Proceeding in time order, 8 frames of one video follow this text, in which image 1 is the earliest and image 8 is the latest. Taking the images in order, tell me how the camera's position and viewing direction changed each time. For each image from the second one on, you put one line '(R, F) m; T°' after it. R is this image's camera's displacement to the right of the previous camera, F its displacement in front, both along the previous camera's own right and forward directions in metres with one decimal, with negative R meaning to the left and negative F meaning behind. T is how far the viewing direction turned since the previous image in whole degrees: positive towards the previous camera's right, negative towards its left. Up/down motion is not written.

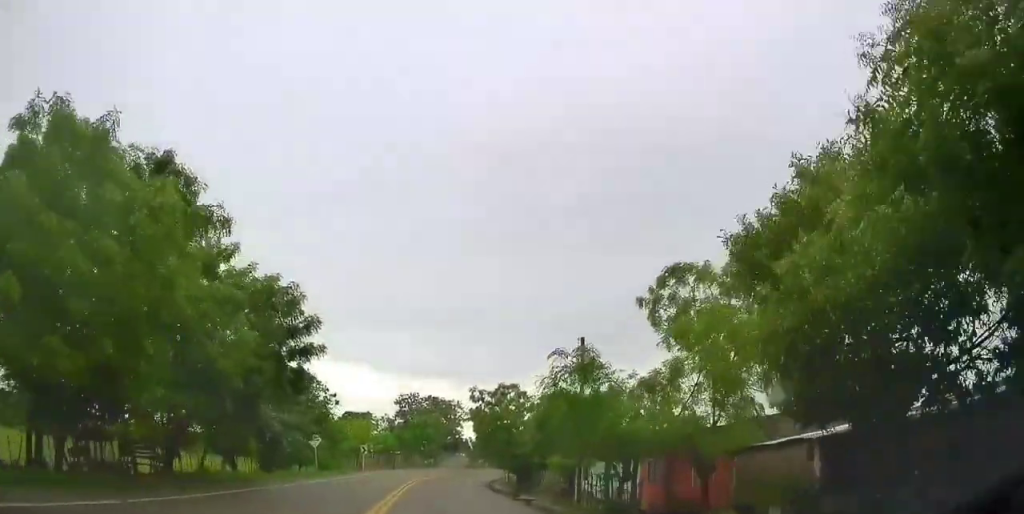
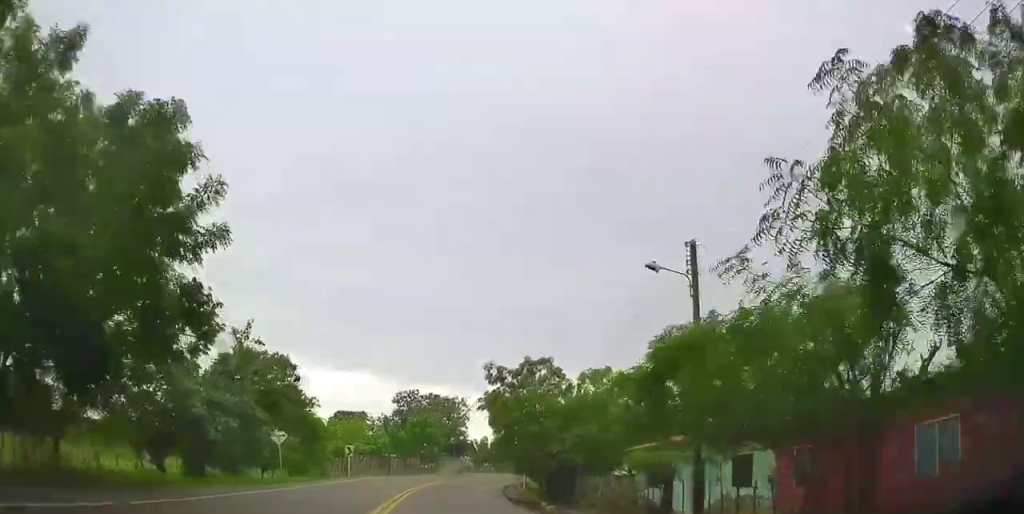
(-0.2, +10.3) m; +2°
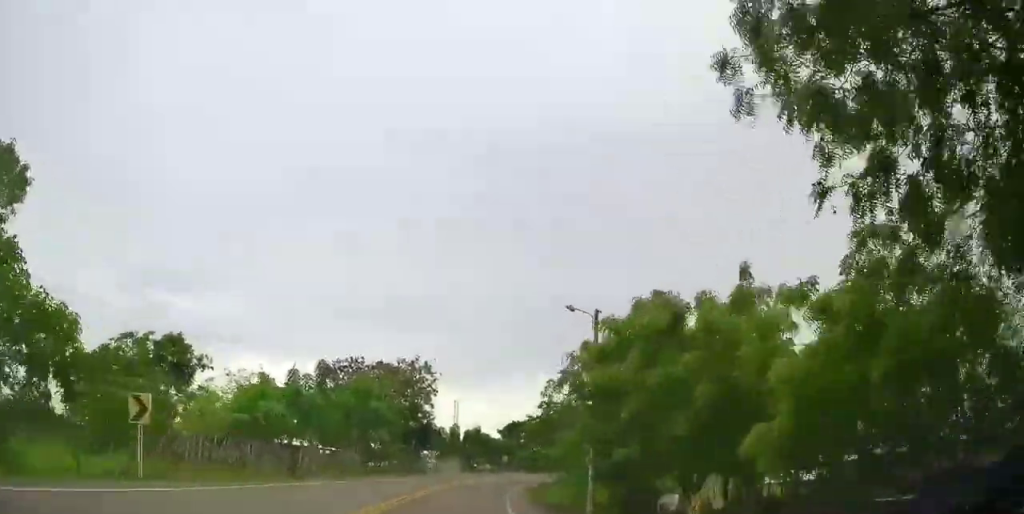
(+0.6, +27.8) m; 0°
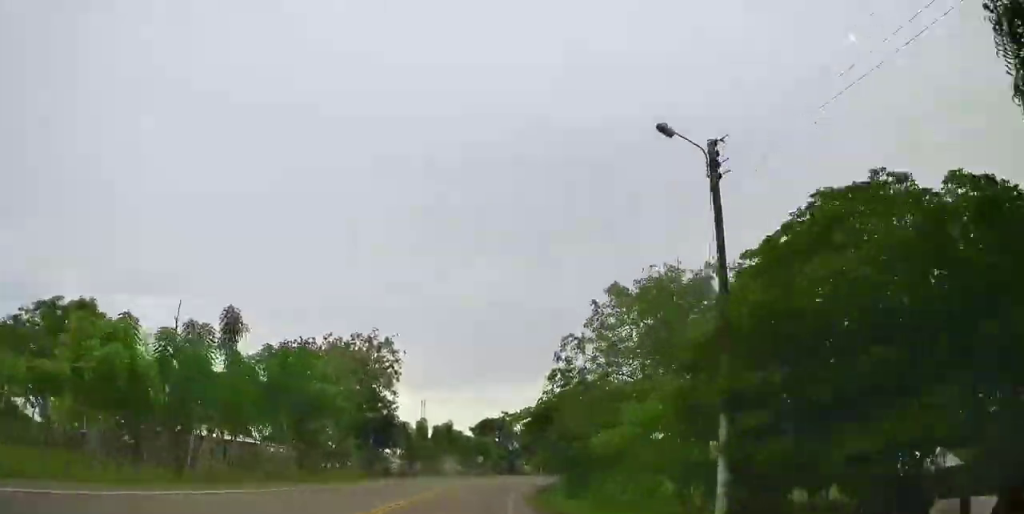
(+0.2, +11.0) m; 0°
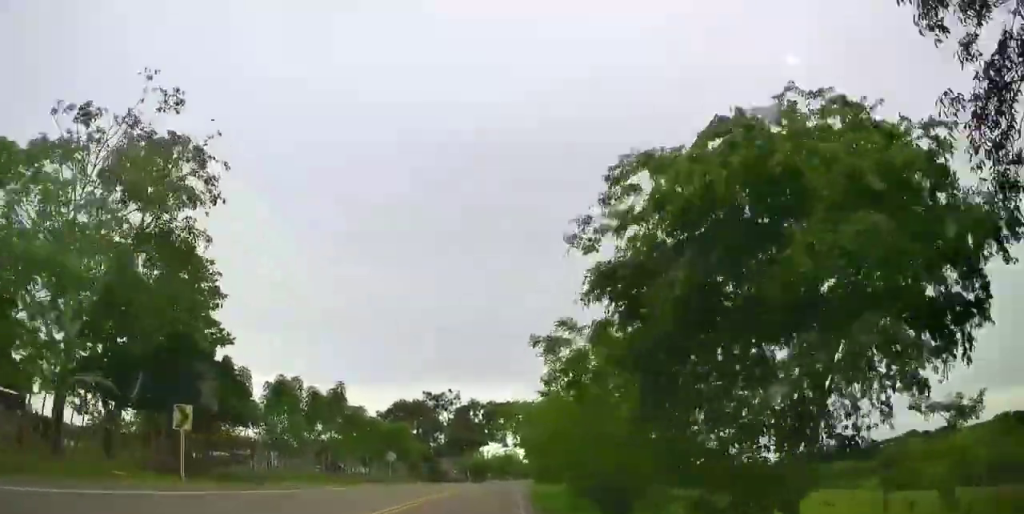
(+0.4, +26.8) m; +4°
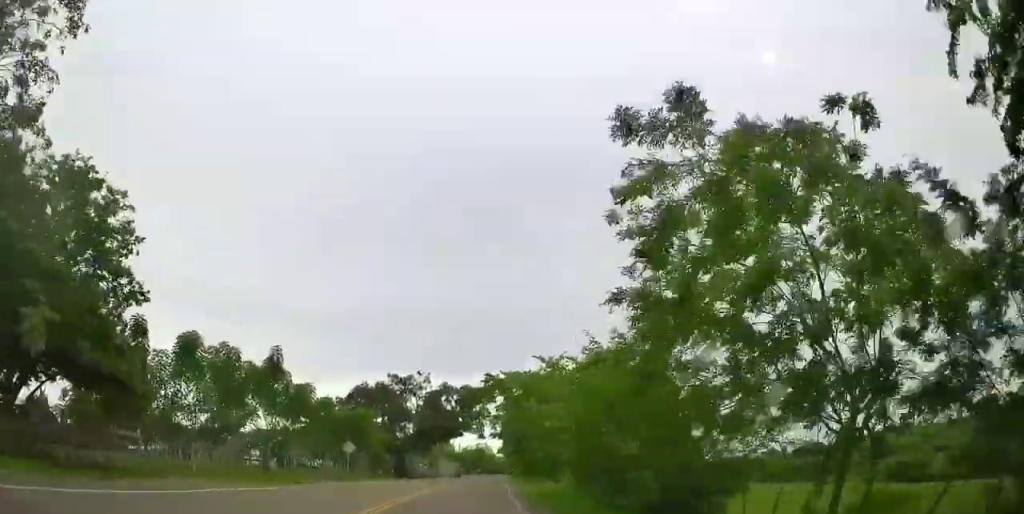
(+0.4, +7.8) m; +3°
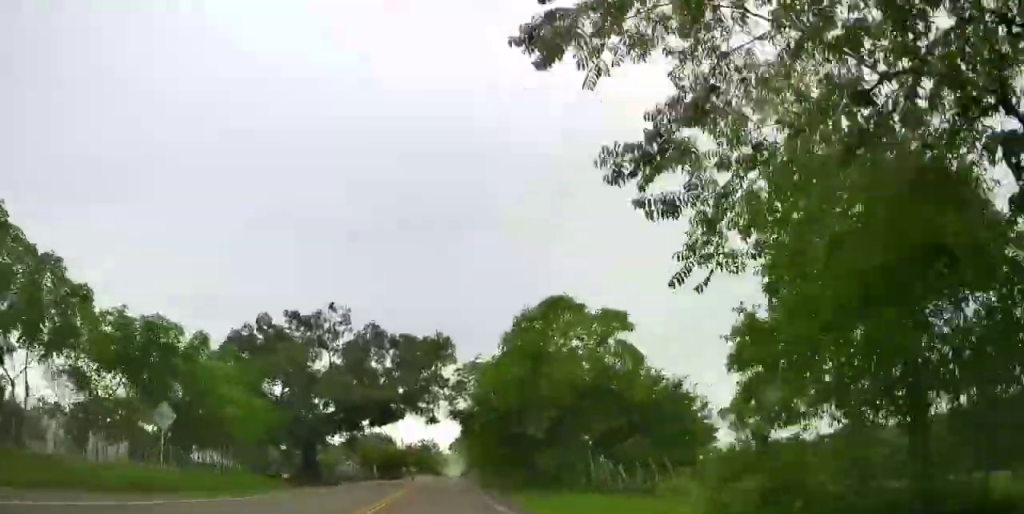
(+1.0, +24.5) m; 0°
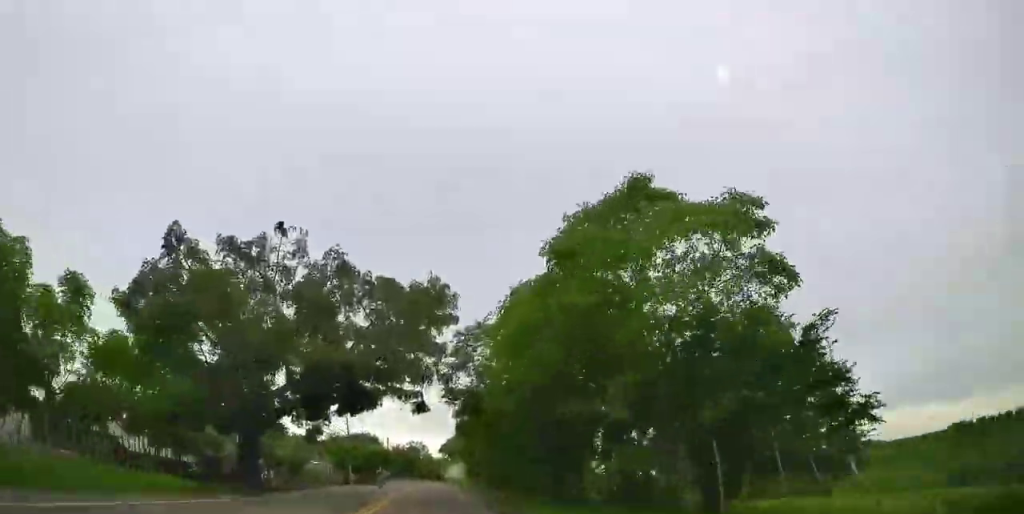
(-1.2, +11.2) m; +7°
